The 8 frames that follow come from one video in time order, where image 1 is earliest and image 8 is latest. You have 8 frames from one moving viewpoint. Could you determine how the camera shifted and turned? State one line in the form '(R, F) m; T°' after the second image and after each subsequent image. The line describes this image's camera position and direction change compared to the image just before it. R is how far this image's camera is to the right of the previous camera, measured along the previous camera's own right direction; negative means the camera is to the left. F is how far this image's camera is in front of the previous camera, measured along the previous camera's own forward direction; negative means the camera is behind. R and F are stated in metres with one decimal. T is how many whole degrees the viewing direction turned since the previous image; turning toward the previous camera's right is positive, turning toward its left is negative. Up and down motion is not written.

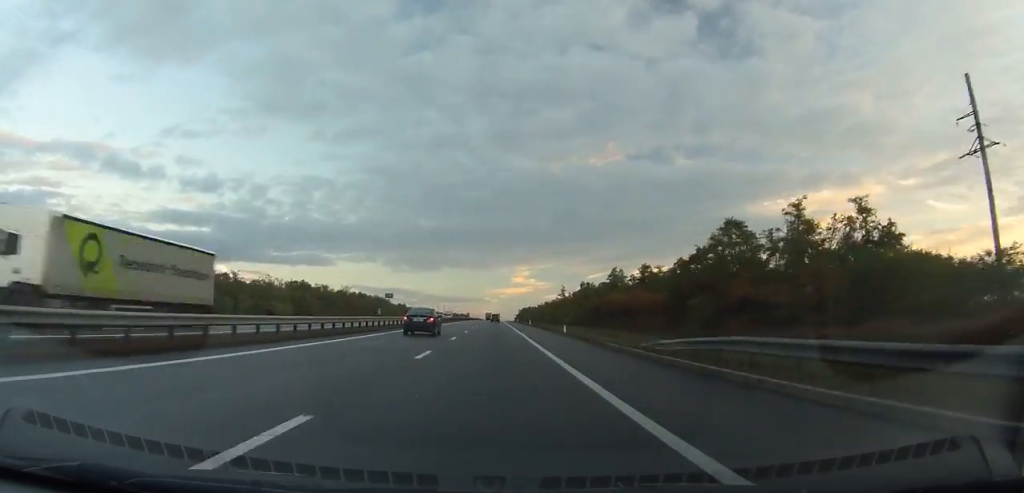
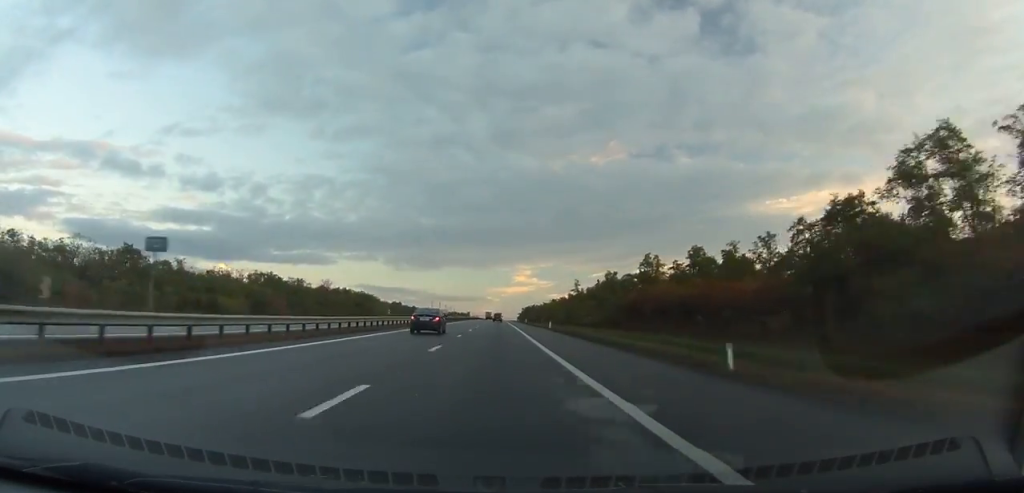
(0.0, +33.2) m; 0°
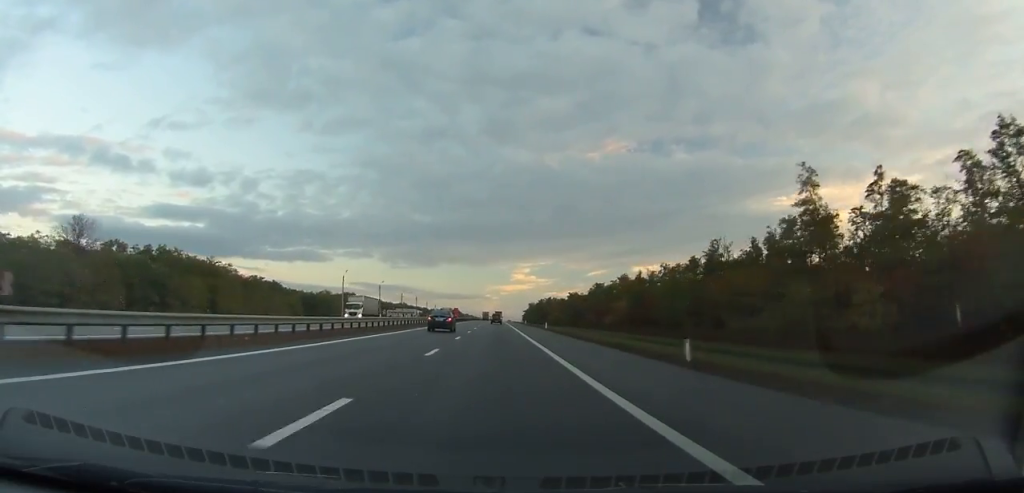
(-0.2, +143.8) m; 0°
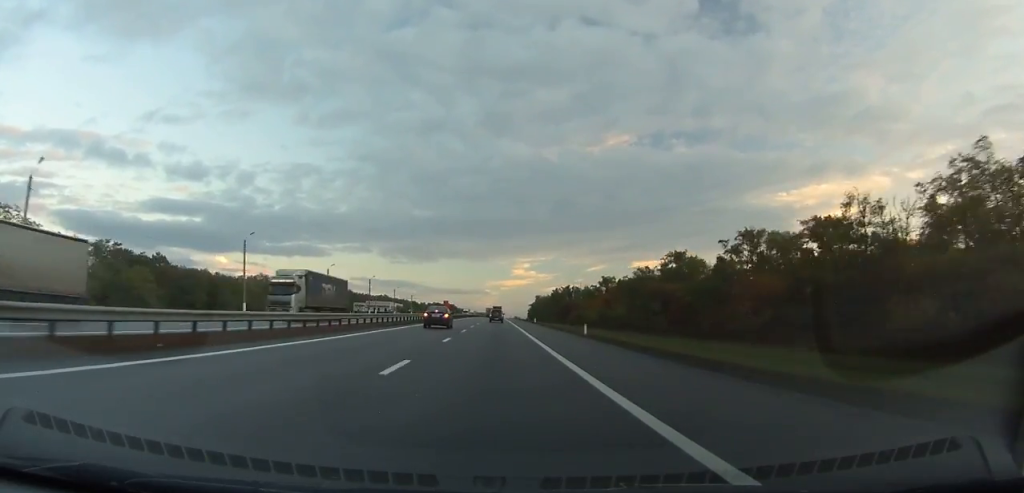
(-0.2, +73.8) m; 0°
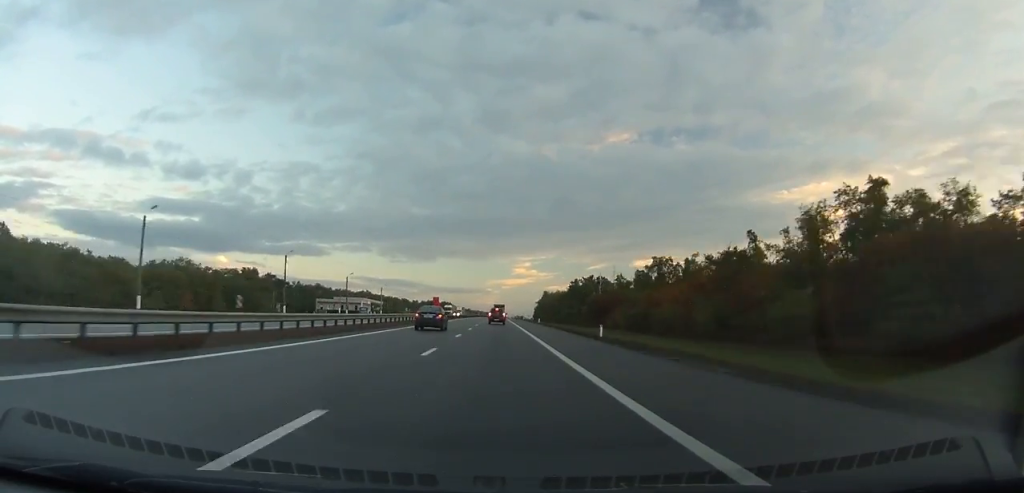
(0.0, +52.1) m; 0°
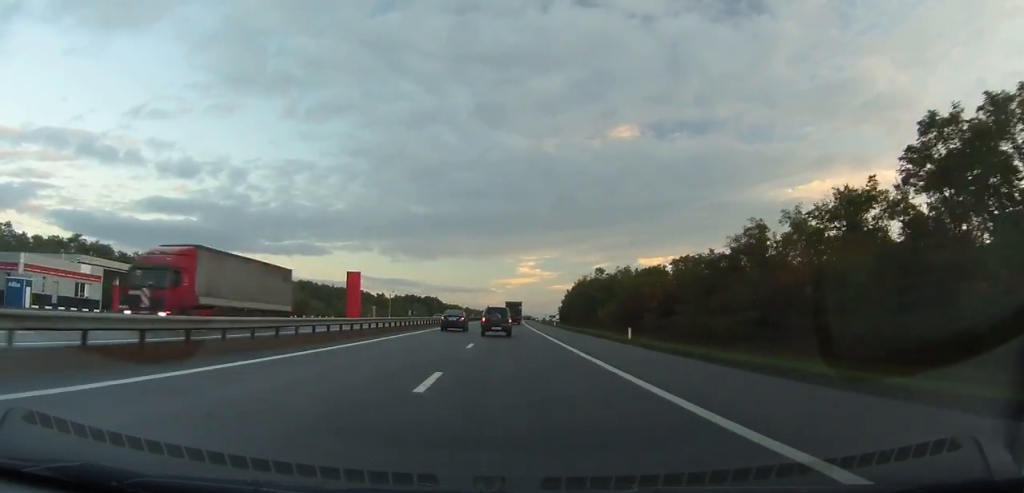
(-0.6, +156.9) m; 0°
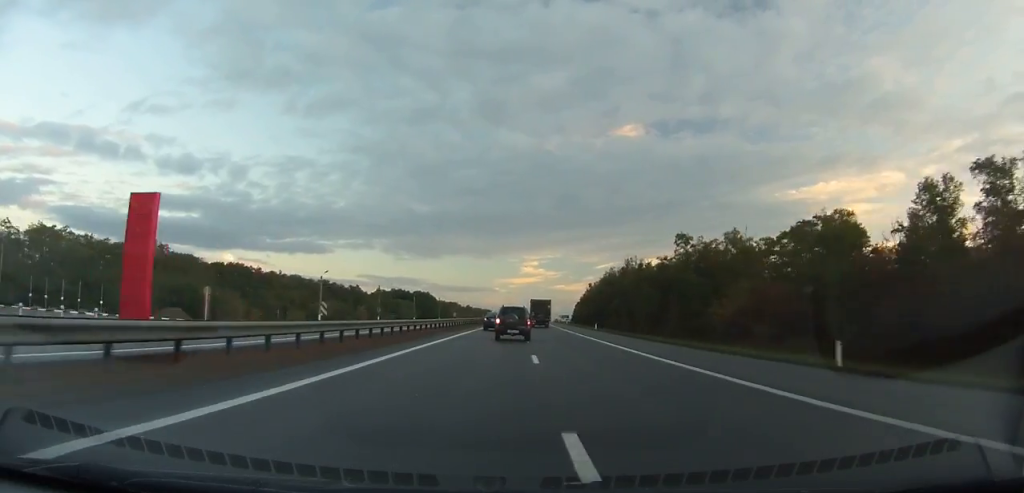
(+0.1, +67.7) m; +1°
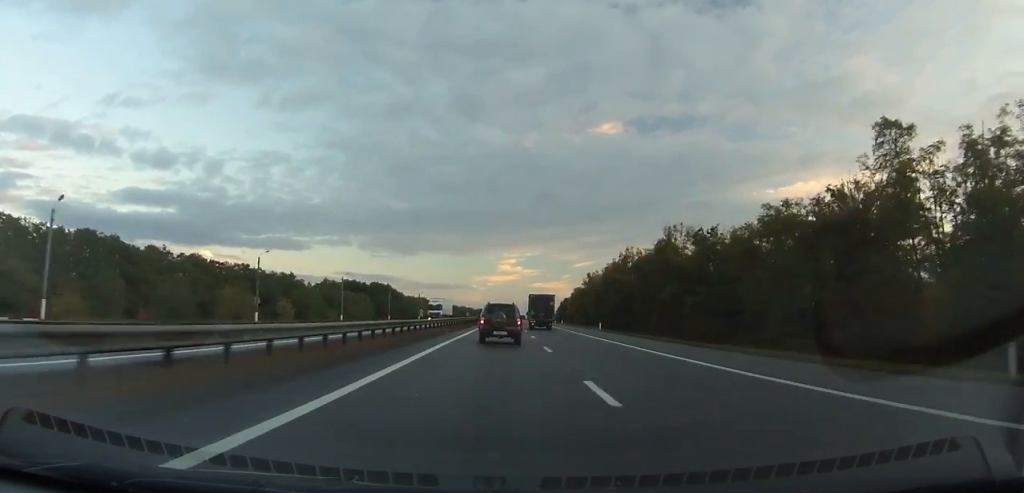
(+0.5, +52.5) m; +1°
